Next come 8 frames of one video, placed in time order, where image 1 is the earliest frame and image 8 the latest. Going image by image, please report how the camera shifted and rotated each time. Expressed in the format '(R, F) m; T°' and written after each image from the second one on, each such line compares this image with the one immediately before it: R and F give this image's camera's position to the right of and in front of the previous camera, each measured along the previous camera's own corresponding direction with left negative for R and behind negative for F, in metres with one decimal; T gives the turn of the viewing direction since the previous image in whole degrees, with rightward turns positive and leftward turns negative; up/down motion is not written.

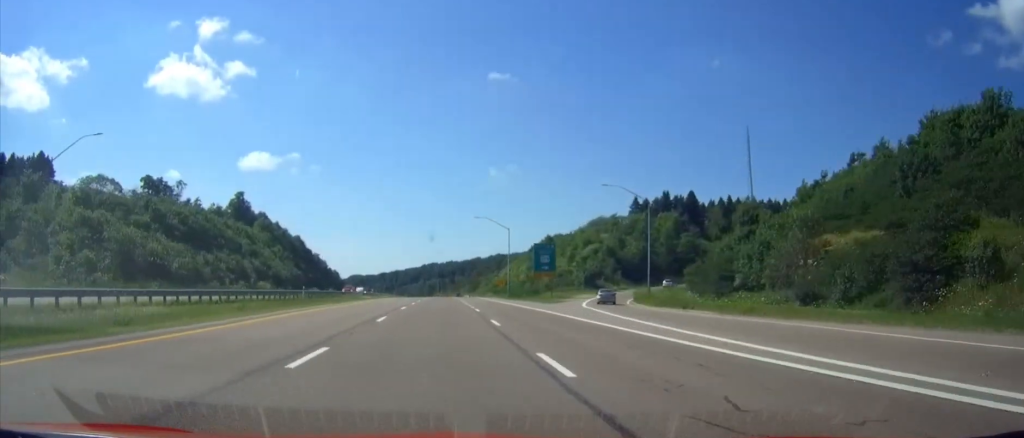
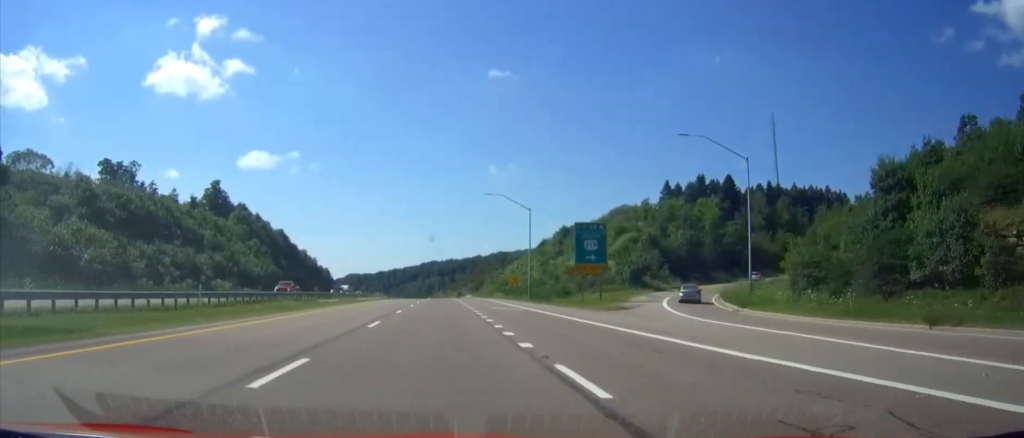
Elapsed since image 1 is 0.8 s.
(0.0, +26.8) m; 0°
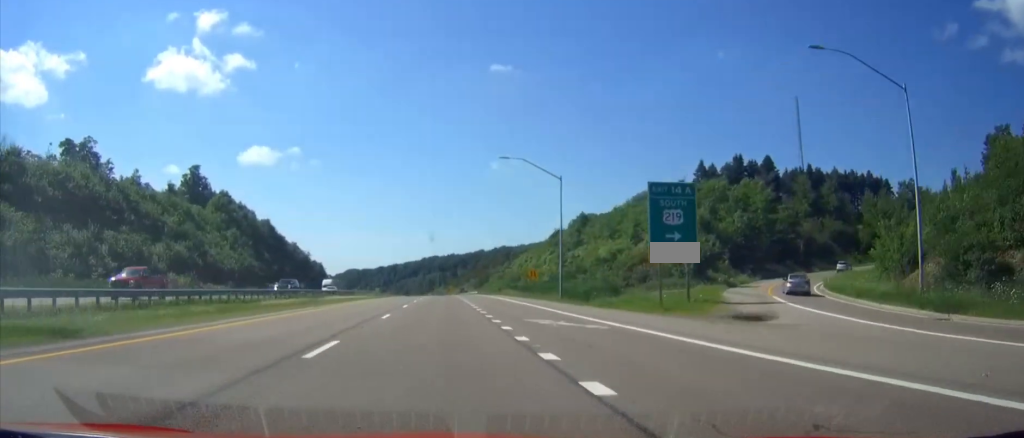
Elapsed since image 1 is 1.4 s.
(0.0, +21.0) m; 0°
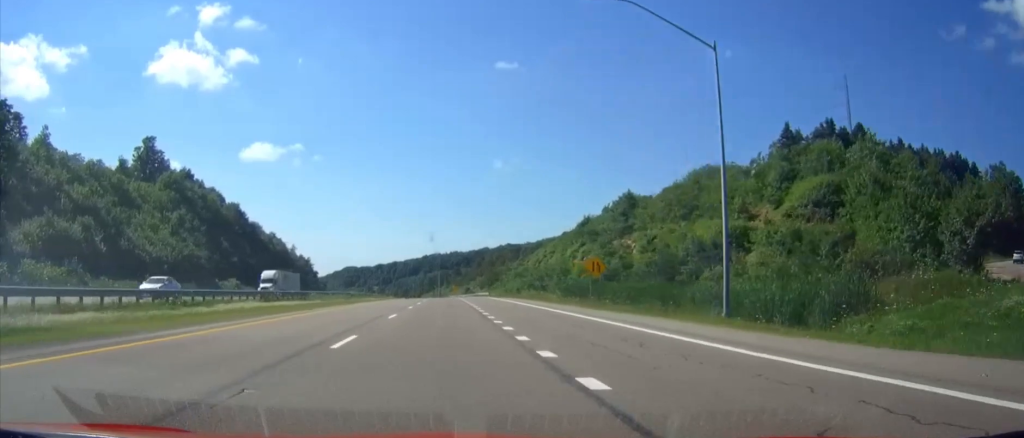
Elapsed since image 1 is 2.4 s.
(0.0, +36.2) m; 0°
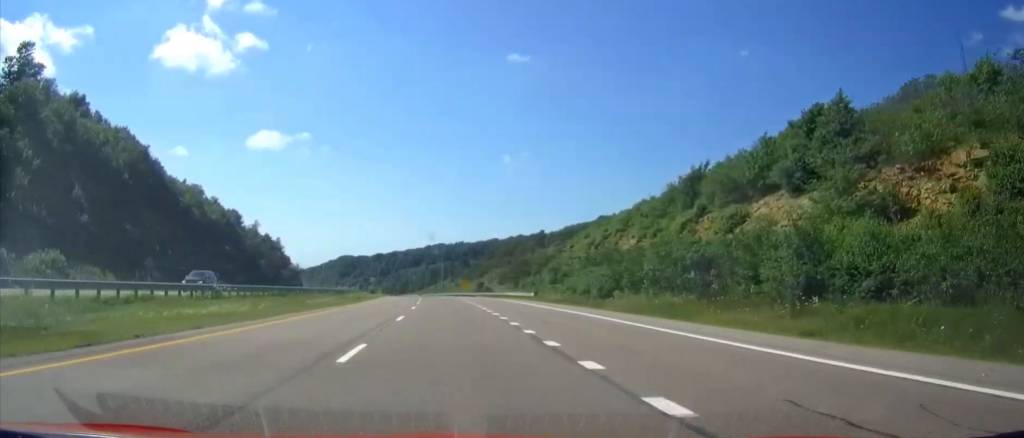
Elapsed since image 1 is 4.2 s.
(0.0, +64.2) m; 0°
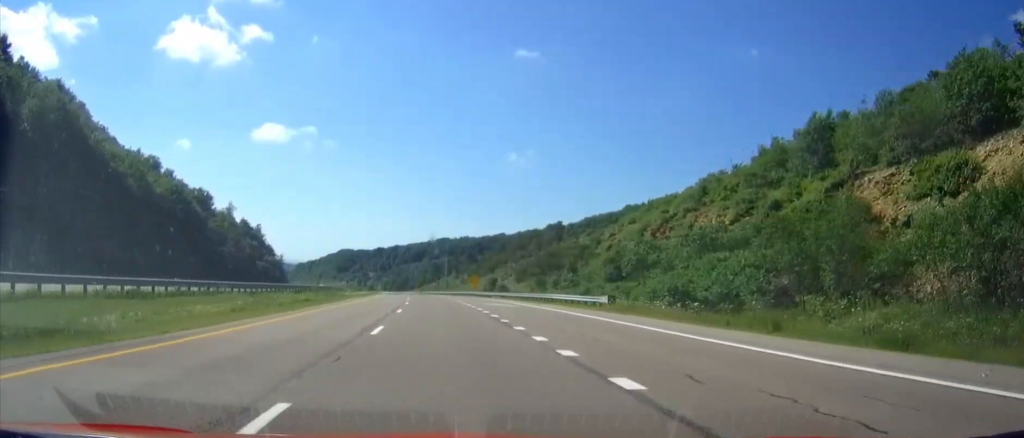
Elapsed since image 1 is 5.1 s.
(0.0, +31.5) m; 0°
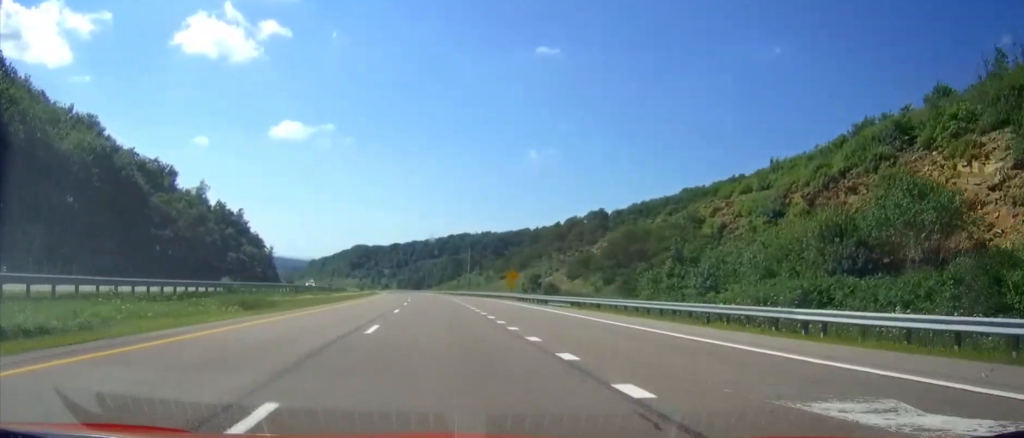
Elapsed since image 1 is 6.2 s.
(0.0, +37.3) m; 0°
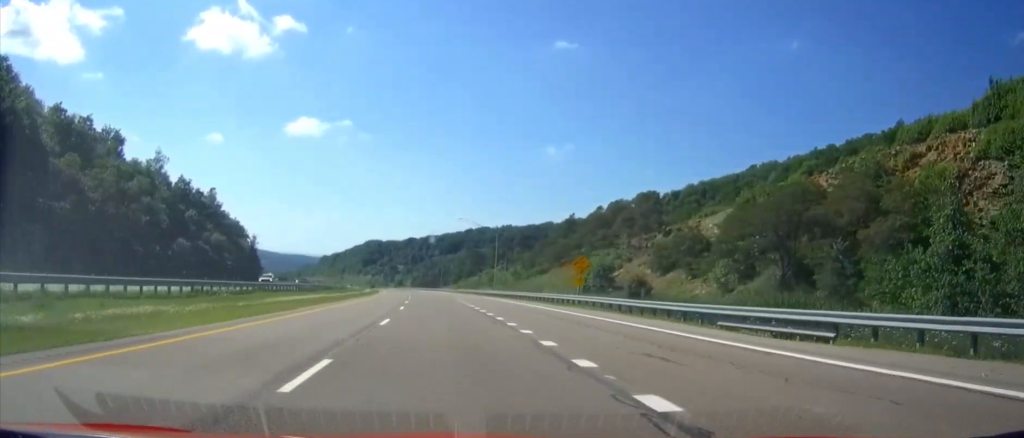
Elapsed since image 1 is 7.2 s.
(0.0, +33.7) m; 0°
